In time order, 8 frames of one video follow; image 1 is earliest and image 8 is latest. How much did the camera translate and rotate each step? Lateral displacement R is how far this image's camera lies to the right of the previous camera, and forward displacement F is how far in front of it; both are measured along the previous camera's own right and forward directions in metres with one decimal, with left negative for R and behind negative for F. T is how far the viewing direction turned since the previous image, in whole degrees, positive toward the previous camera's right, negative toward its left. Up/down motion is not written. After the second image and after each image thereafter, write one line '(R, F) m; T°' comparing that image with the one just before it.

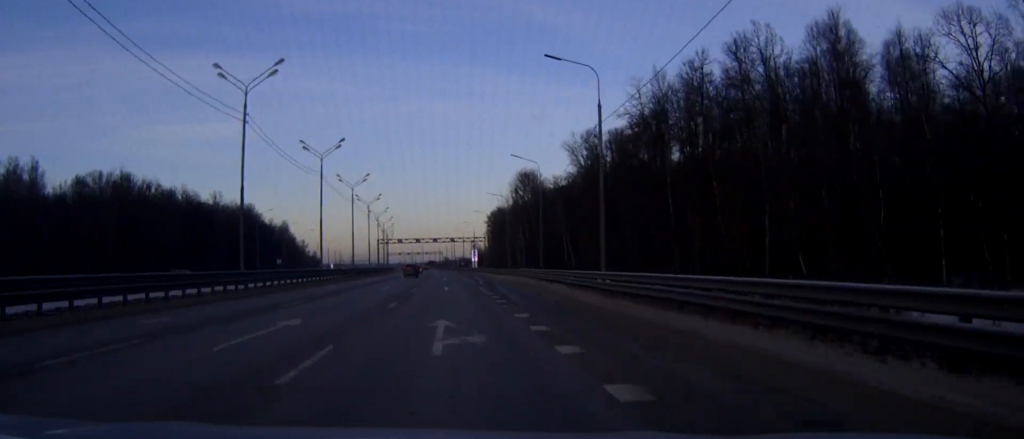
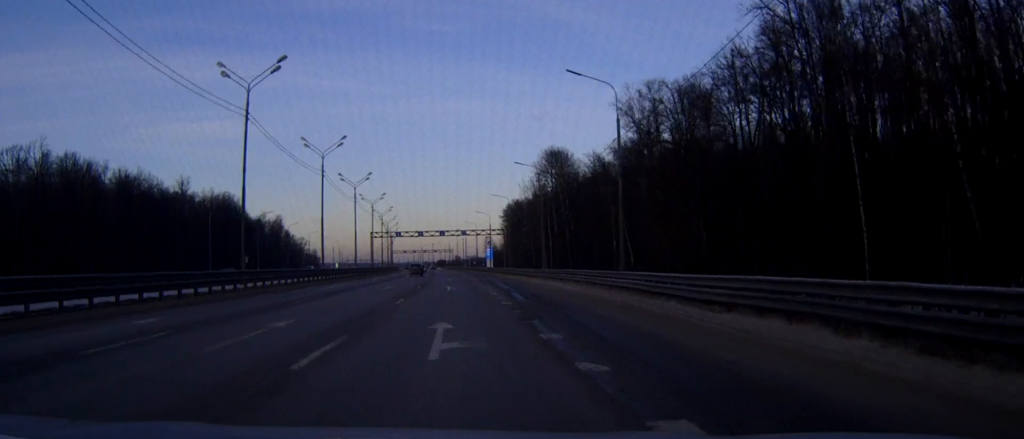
(-0.2, +30.6) m; -1°
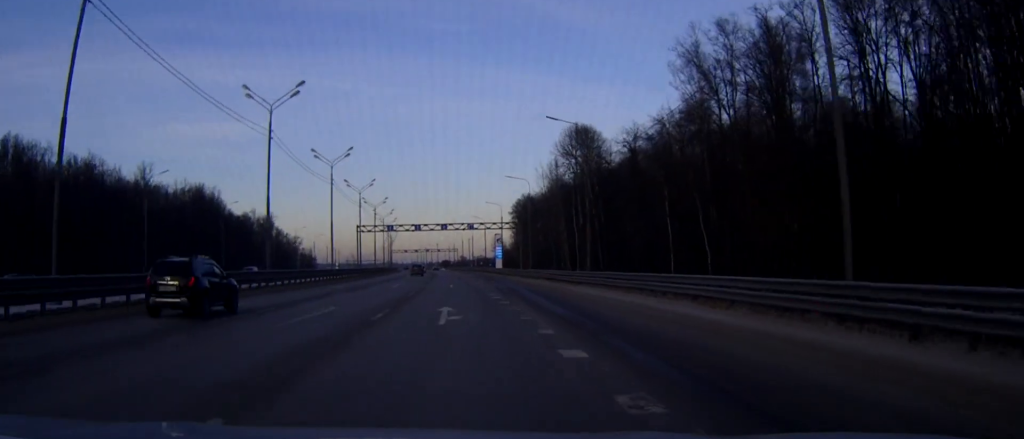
(-0.1, +23.1) m; 0°
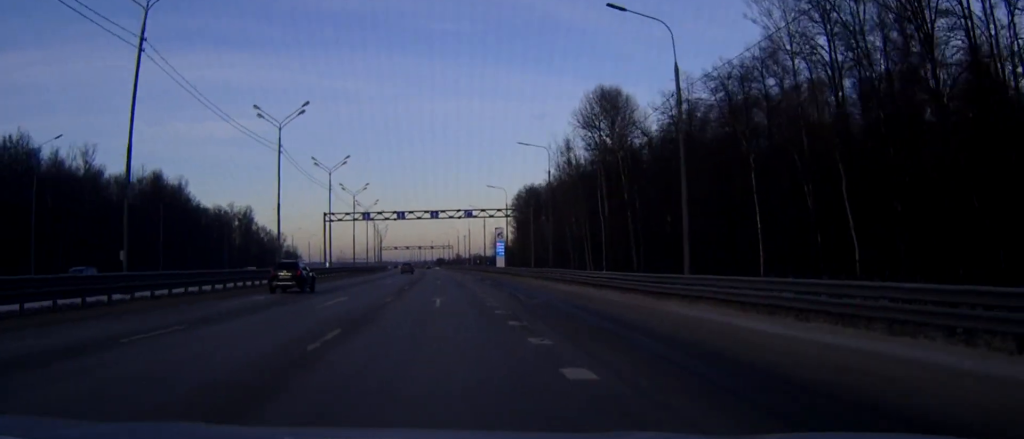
(0.0, +22.6) m; 0°
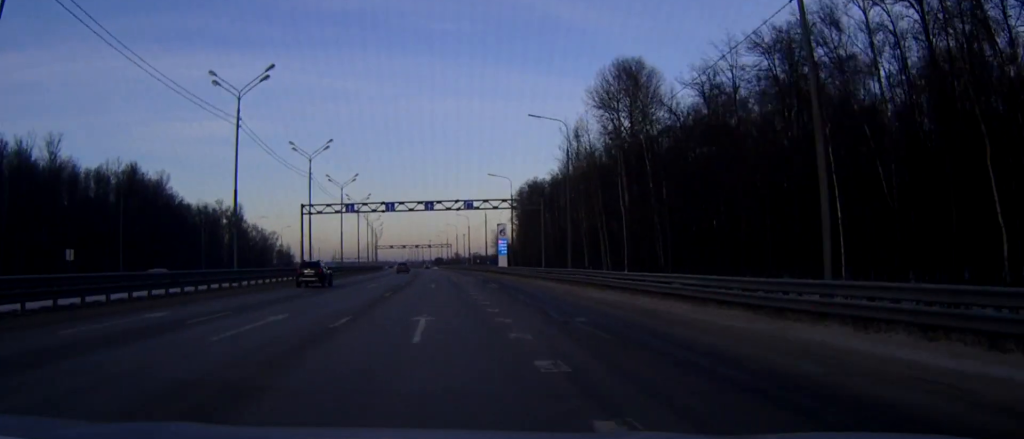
(0.0, +11.5) m; 0°
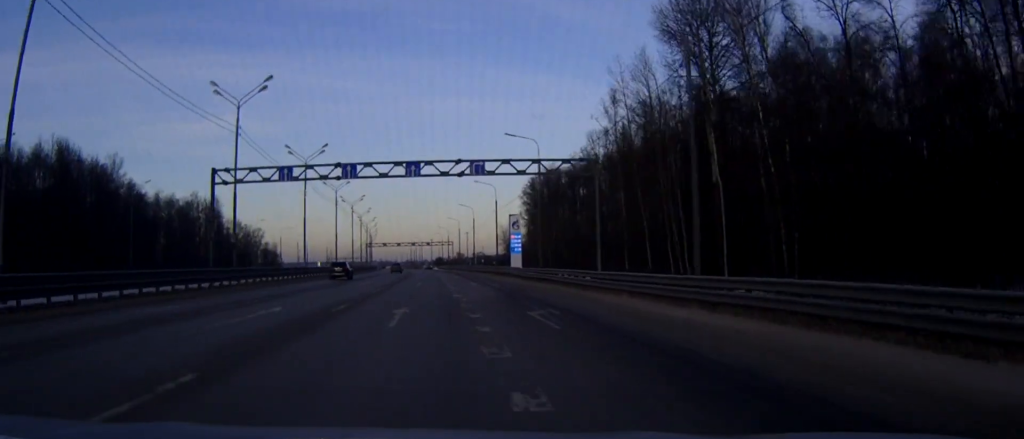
(-0.1, +27.1) m; 0°
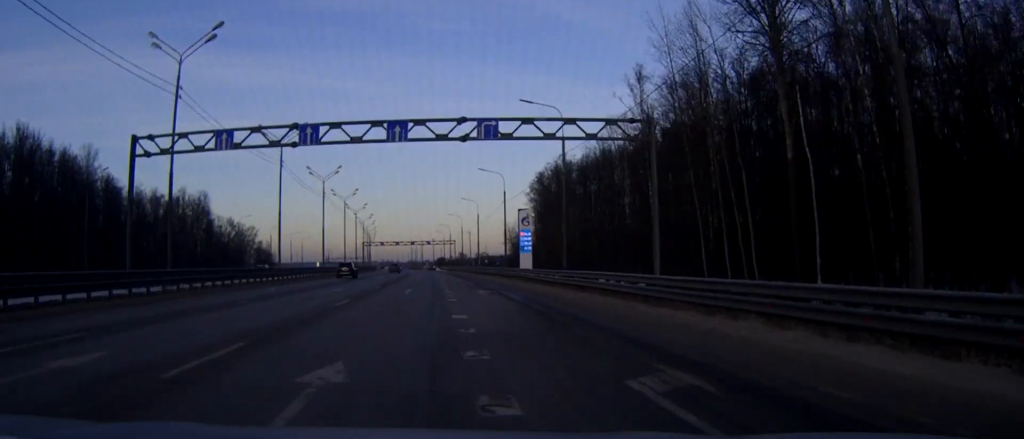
(0.0, +12.4) m; 0°
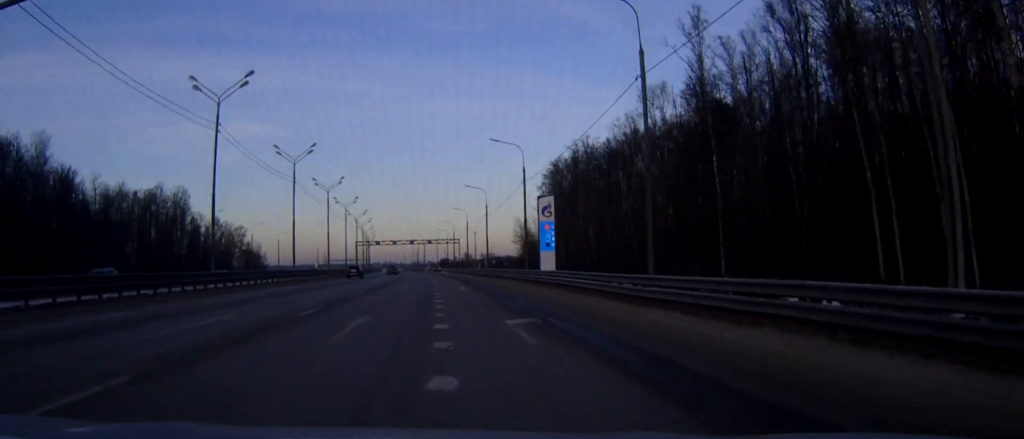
(0.0, +19.8) m; 0°
